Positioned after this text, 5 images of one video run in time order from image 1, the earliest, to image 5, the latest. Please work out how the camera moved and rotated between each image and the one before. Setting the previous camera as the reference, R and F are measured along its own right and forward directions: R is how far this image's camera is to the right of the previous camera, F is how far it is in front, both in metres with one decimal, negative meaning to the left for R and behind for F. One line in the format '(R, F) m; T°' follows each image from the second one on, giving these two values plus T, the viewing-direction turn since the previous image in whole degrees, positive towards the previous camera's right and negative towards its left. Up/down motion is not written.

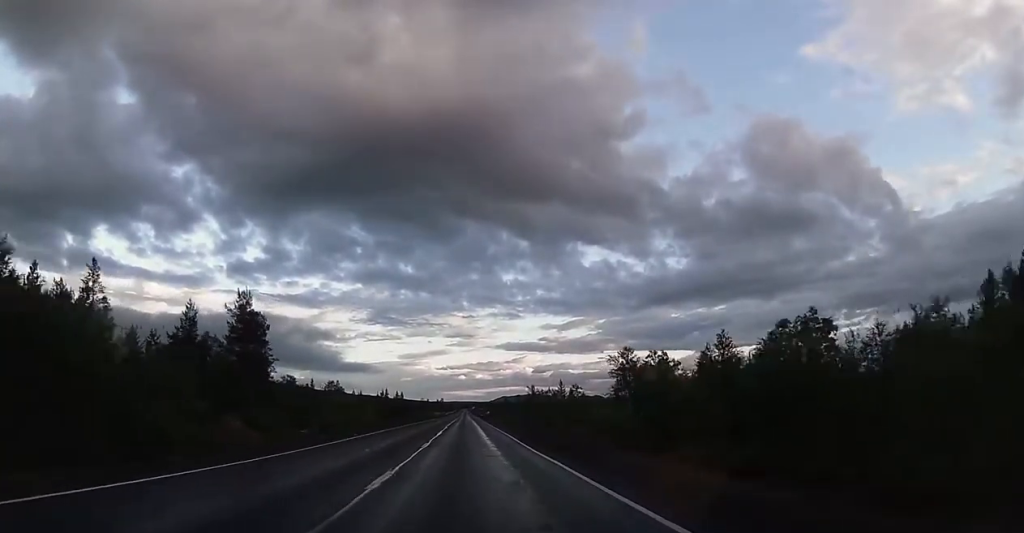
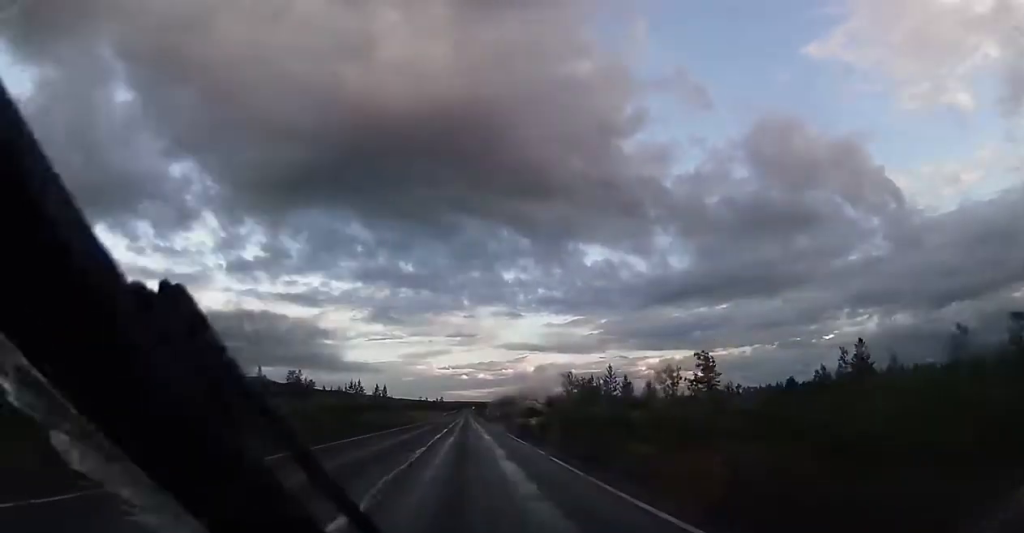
(0.0, +48.4) m; 0°
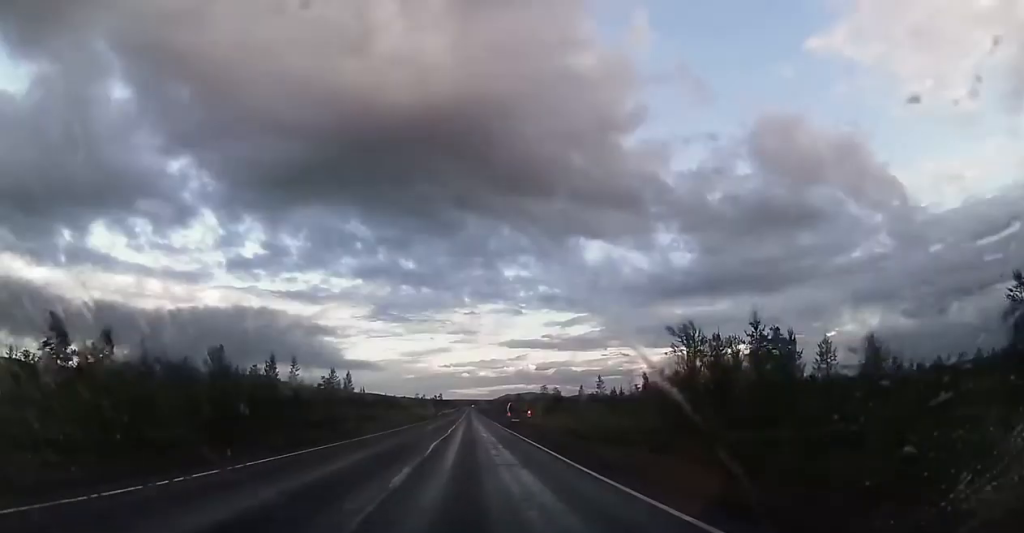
(0.0, +46.8) m; 0°
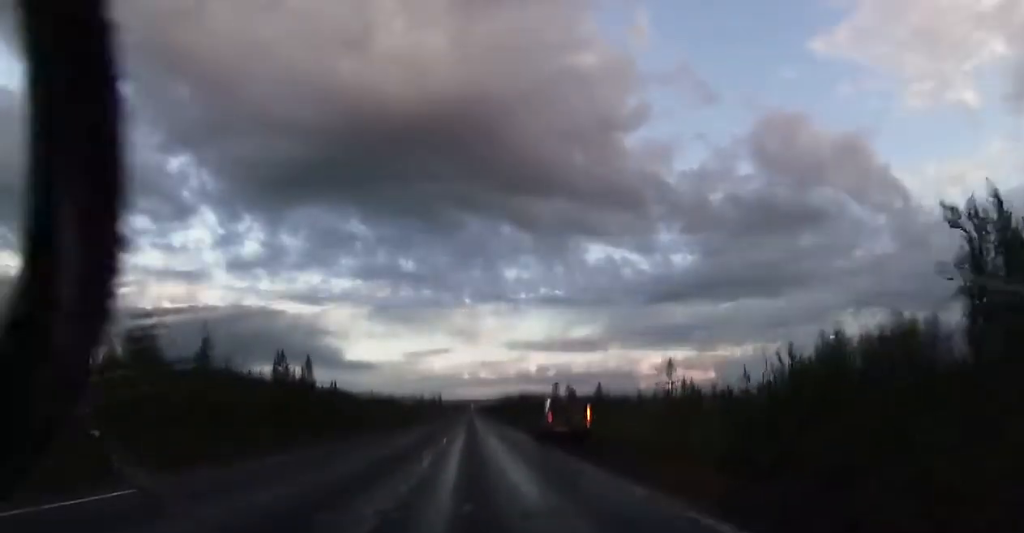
(-0.2, +25.2) m; 0°
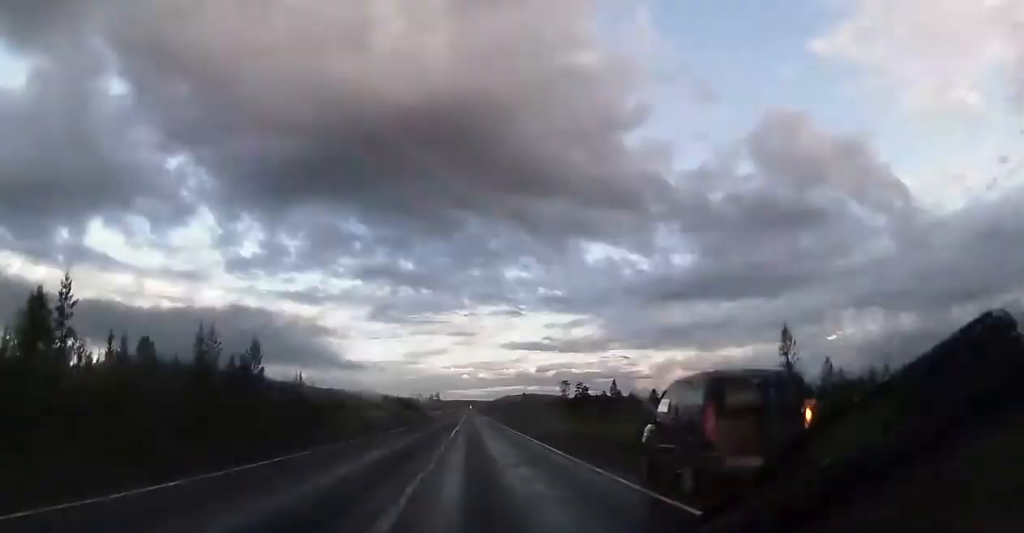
(0.0, +17.9) m; 0°
